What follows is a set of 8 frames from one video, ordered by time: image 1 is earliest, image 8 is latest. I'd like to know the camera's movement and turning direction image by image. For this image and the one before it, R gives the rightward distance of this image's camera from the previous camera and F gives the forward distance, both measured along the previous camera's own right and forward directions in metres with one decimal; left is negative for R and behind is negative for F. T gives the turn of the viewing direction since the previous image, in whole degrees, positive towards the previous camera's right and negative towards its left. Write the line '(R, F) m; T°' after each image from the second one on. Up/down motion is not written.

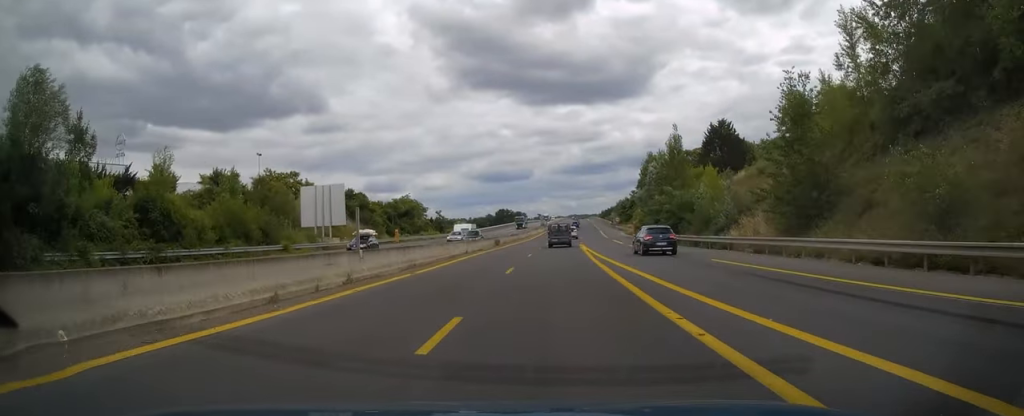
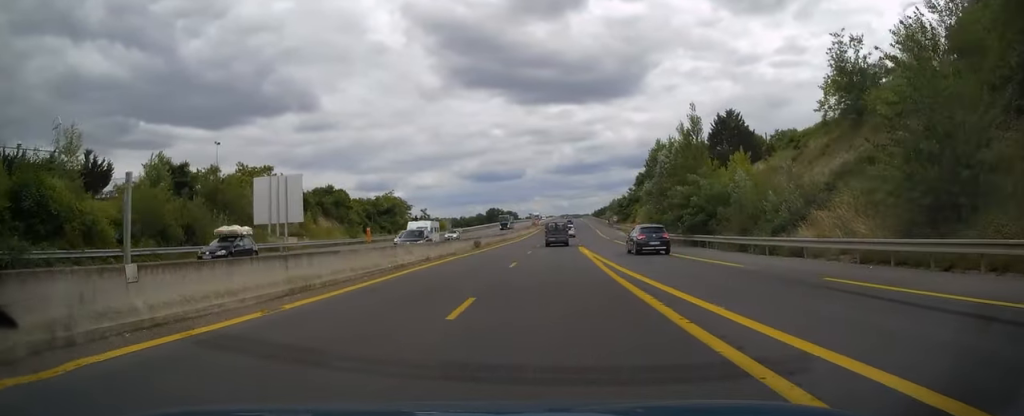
(0.0, +10.5) m; +1°
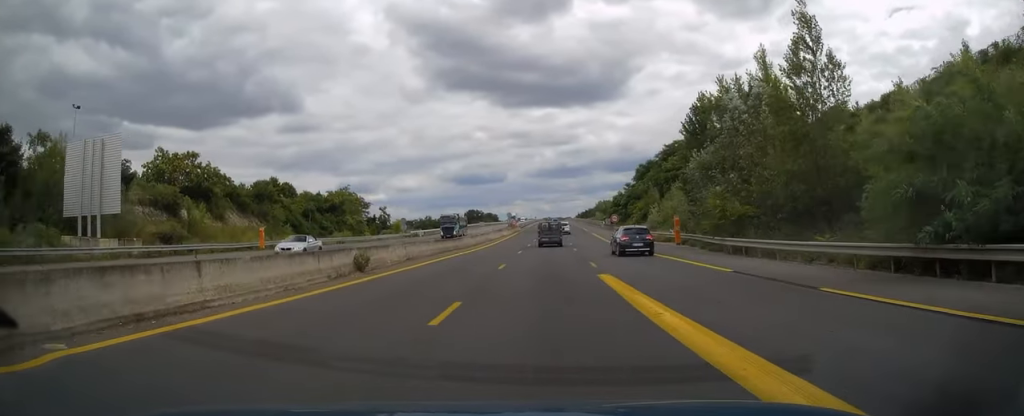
(+0.6, +26.5) m; +2°
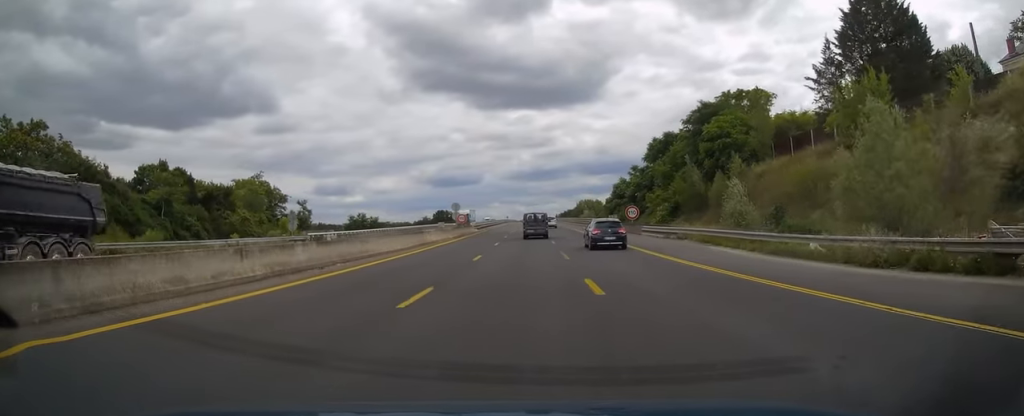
(+0.9, +39.1) m; +3°
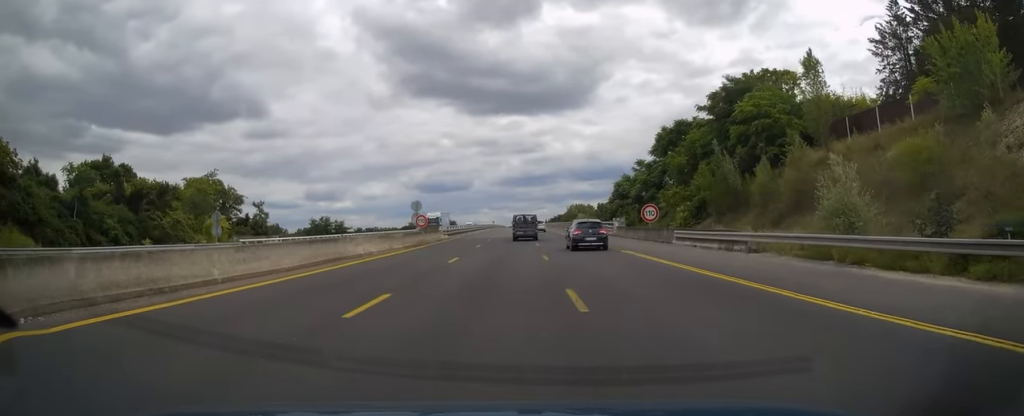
(+0.2, +14.7) m; +1°
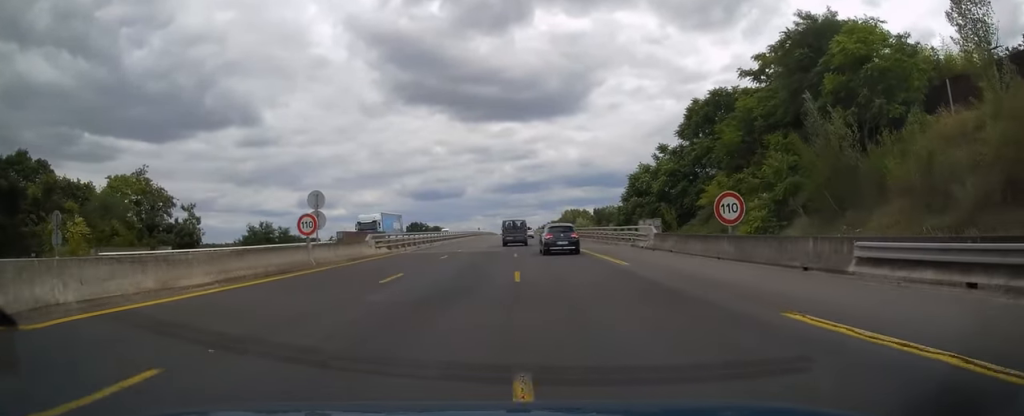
(+0.1, +20.2) m; +1°
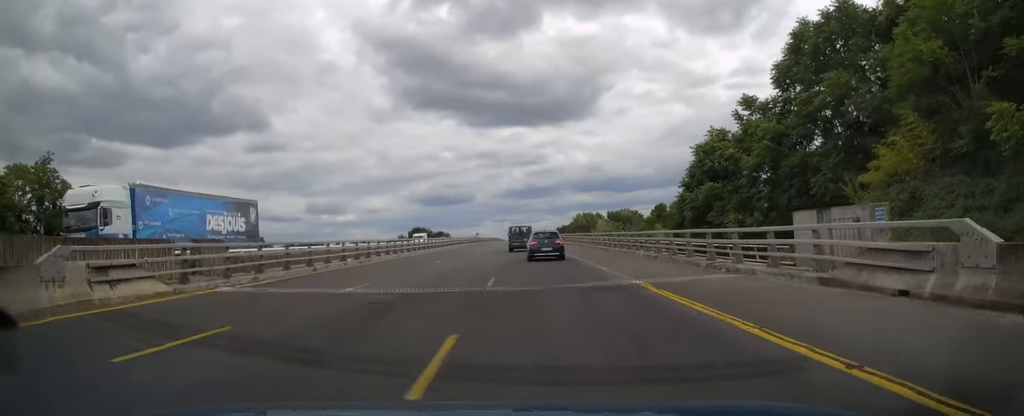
(+0.1, +24.2) m; +1°
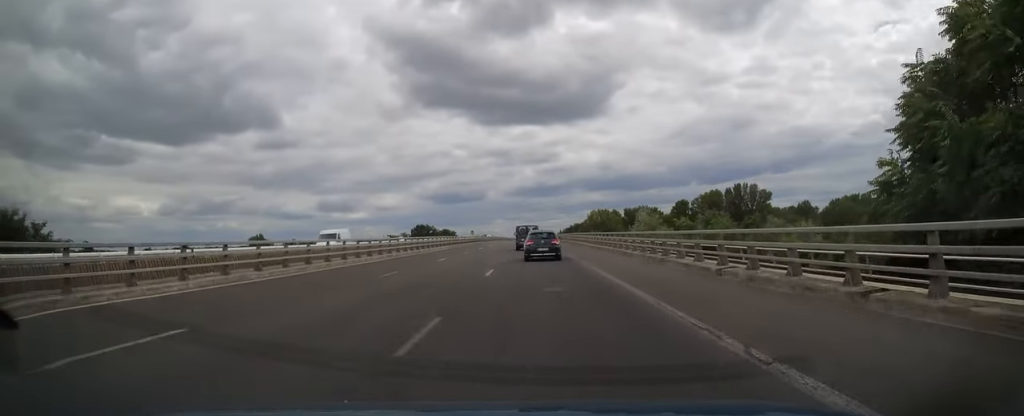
(+0.2, +25.1) m; 0°
